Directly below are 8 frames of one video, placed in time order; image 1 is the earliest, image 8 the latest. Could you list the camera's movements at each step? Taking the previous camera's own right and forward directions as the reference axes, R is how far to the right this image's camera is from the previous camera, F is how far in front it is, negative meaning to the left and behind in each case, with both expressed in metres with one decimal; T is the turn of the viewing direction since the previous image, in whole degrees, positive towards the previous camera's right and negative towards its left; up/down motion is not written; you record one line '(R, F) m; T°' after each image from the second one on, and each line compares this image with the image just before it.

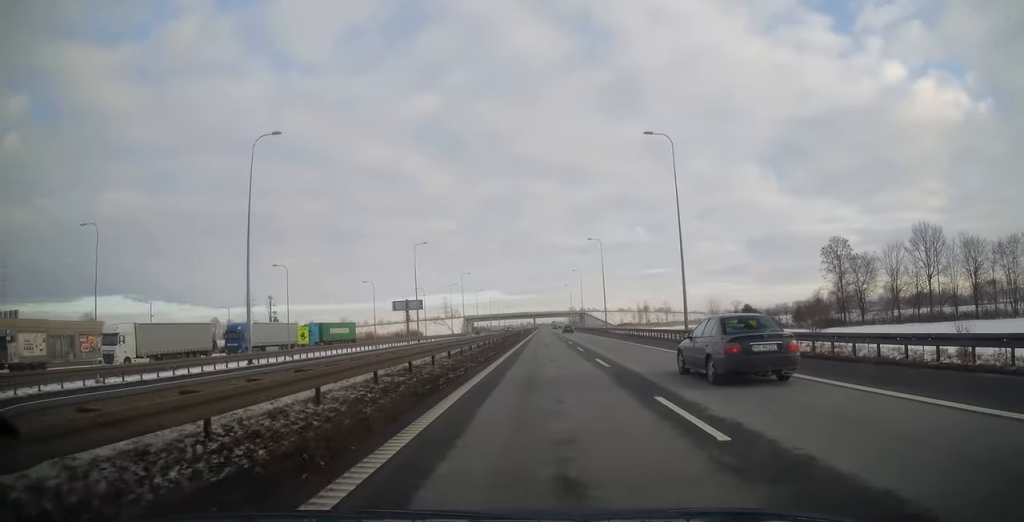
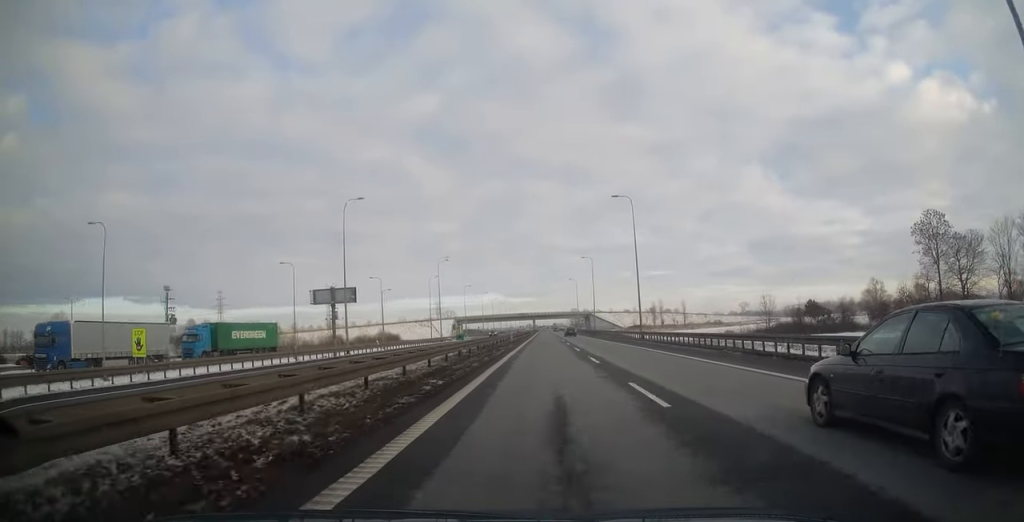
(0.0, +36.4) m; 0°
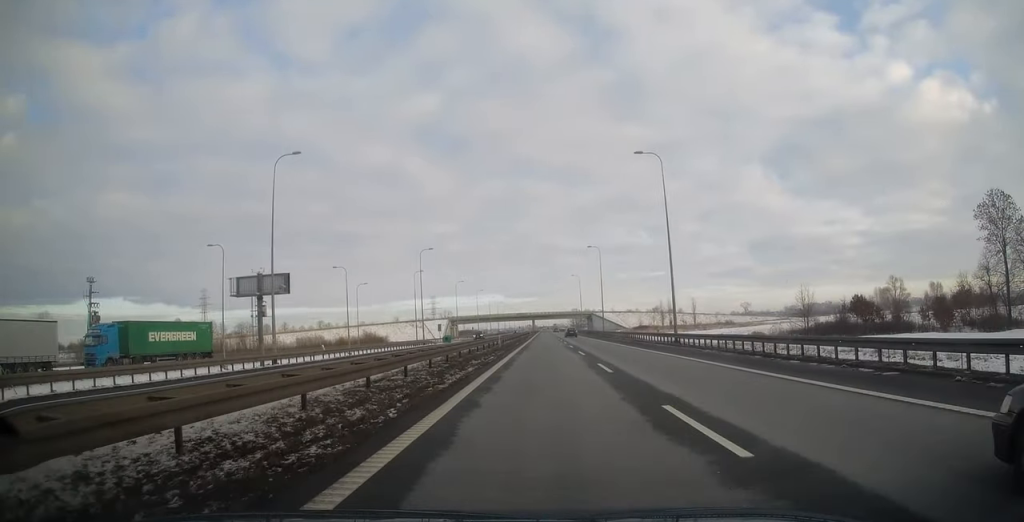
(+0.1, +16.7) m; 0°
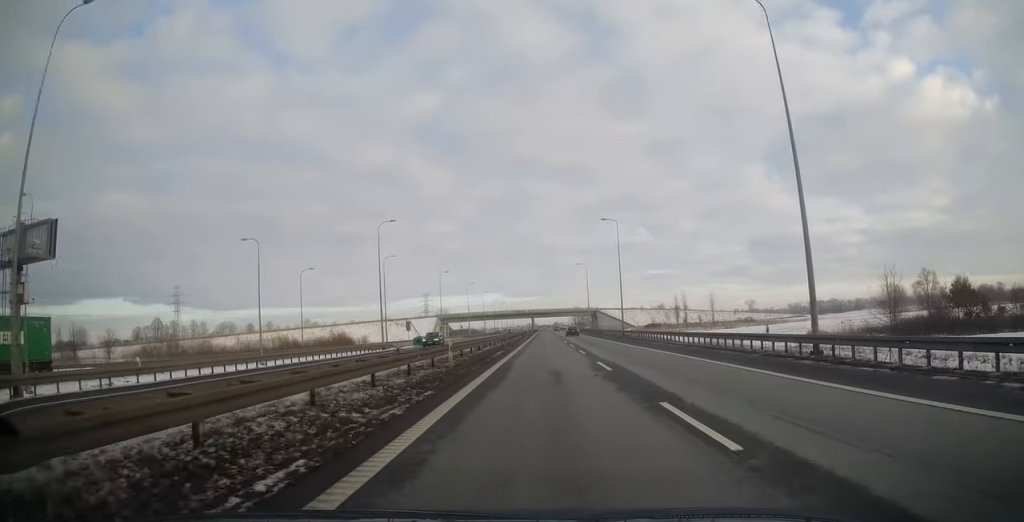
(0.0, +24.4) m; 0°
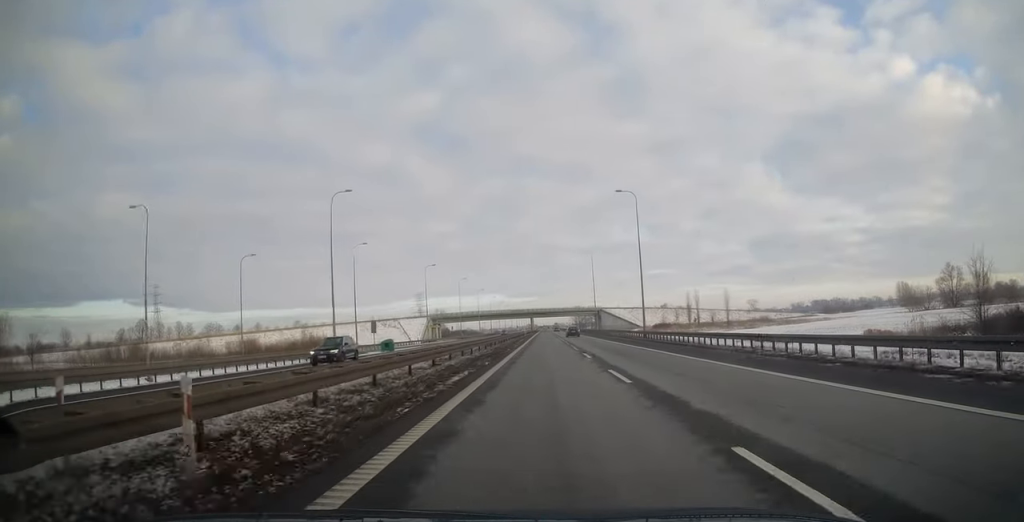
(-0.2, +16.1) m; 0°
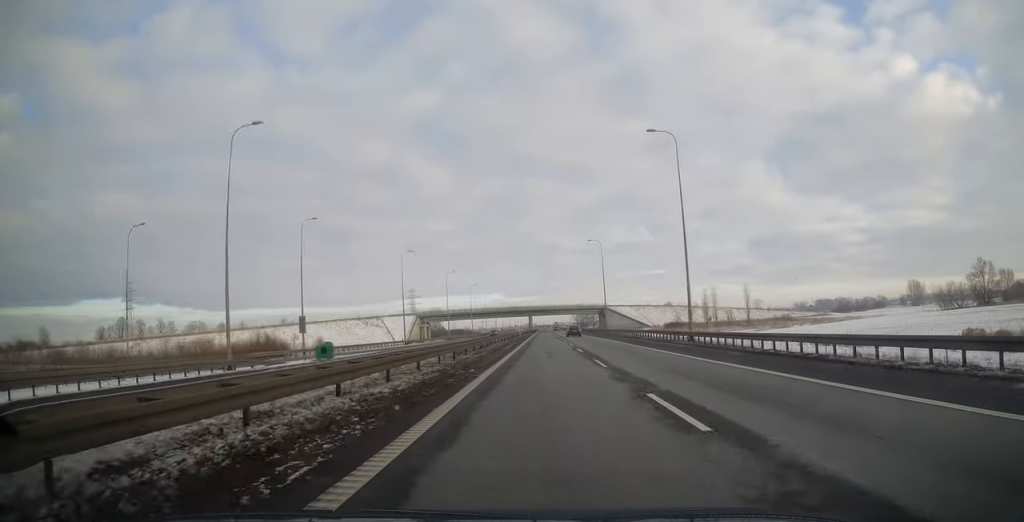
(0.0, +18.5) m; 0°
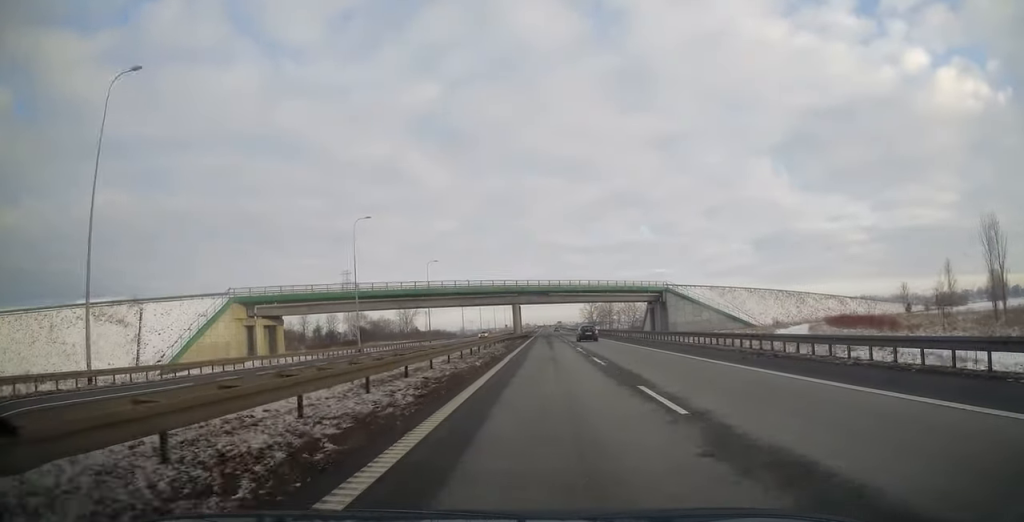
(+0.3, +101.5) m; 0°
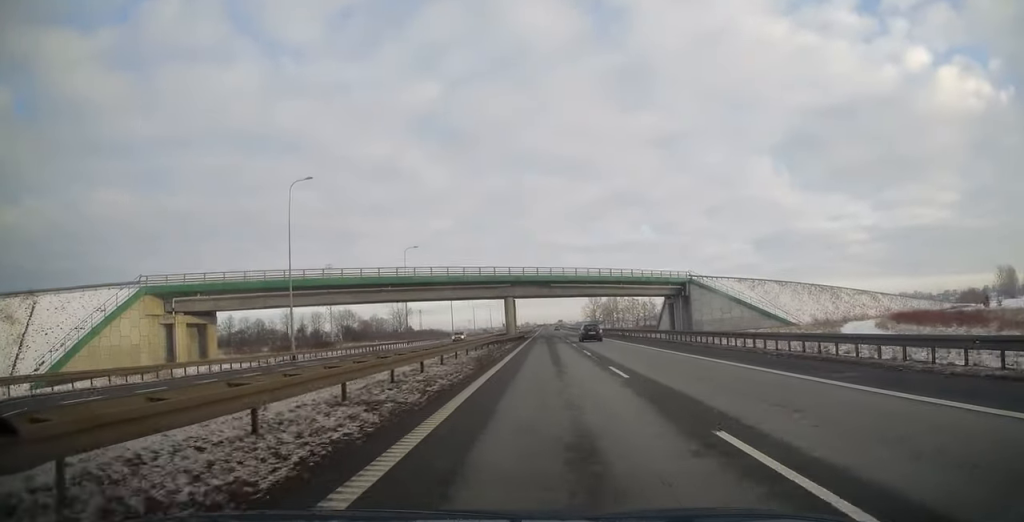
(0.0, +19.2) m; 0°
